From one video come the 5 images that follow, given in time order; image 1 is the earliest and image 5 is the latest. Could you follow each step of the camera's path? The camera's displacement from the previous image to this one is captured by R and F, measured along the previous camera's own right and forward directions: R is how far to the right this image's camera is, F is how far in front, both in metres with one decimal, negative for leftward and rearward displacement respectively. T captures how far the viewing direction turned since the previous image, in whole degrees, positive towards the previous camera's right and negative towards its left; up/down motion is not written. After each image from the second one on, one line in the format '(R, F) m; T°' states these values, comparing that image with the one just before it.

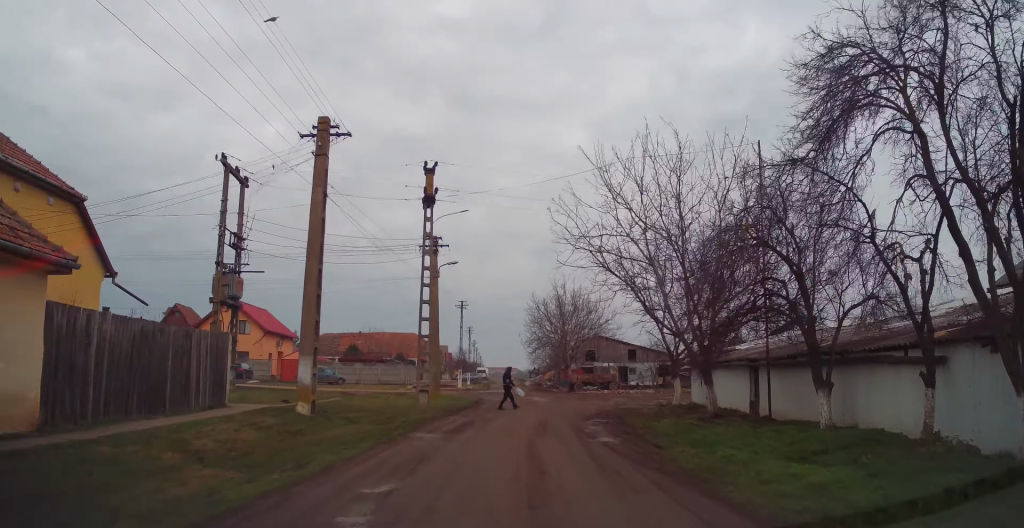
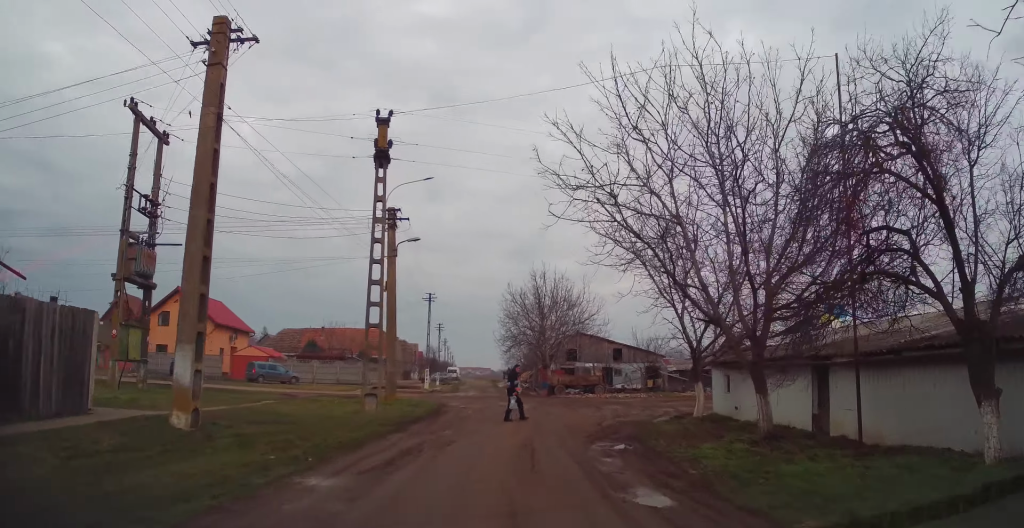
(+0.3, +5.2) m; +4°
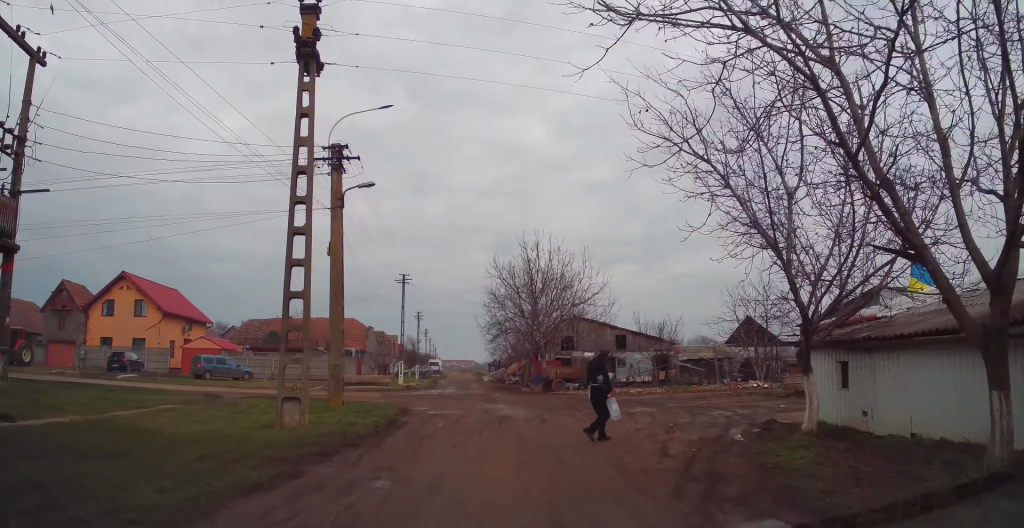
(+0.2, +7.1) m; +1°
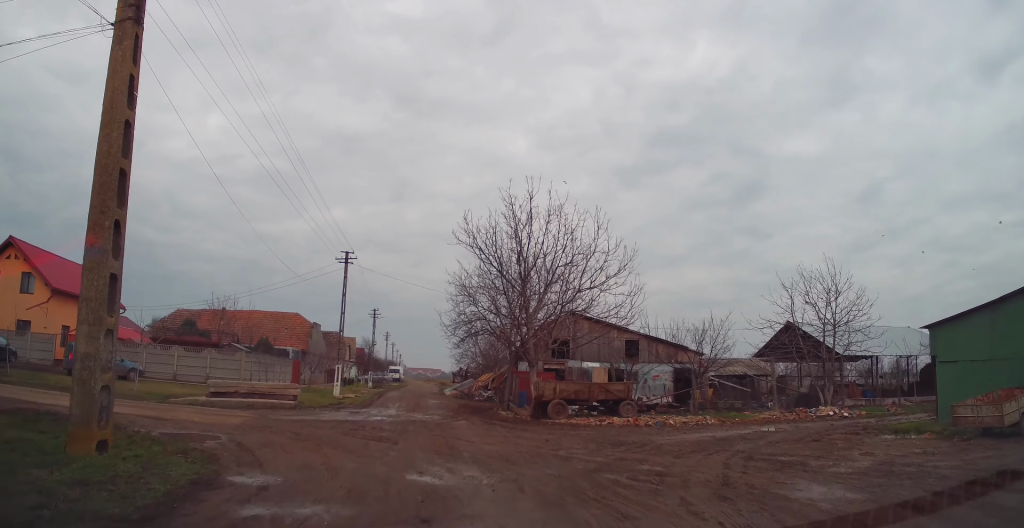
(-0.5, +12.2) m; +1°
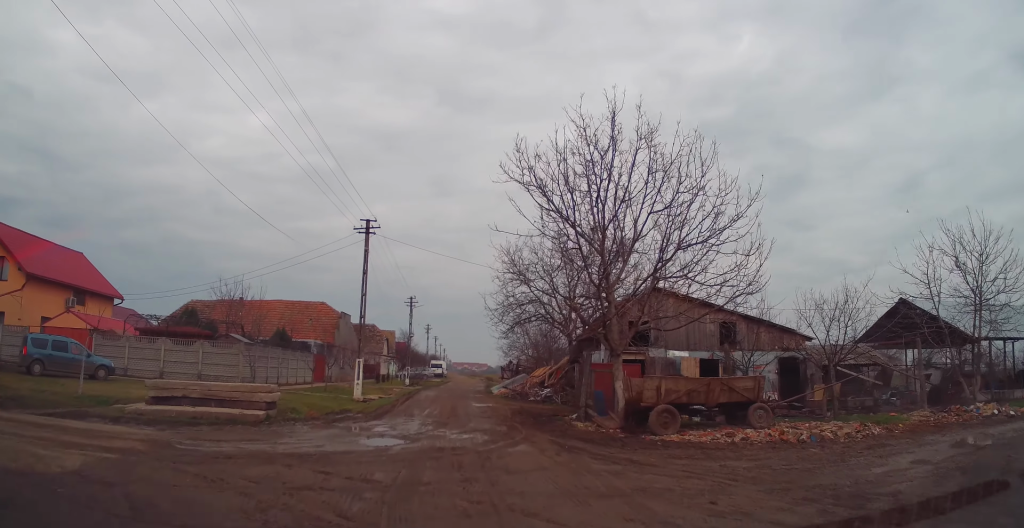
(0.0, +7.1) m; -2°
